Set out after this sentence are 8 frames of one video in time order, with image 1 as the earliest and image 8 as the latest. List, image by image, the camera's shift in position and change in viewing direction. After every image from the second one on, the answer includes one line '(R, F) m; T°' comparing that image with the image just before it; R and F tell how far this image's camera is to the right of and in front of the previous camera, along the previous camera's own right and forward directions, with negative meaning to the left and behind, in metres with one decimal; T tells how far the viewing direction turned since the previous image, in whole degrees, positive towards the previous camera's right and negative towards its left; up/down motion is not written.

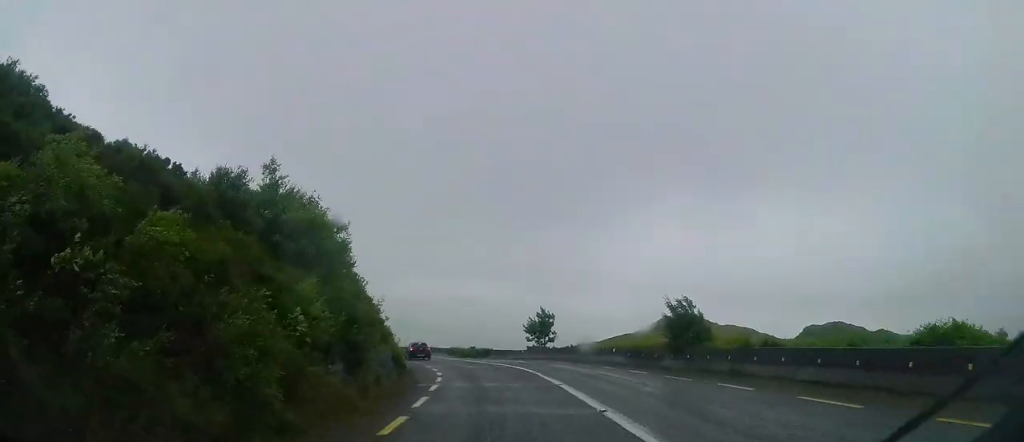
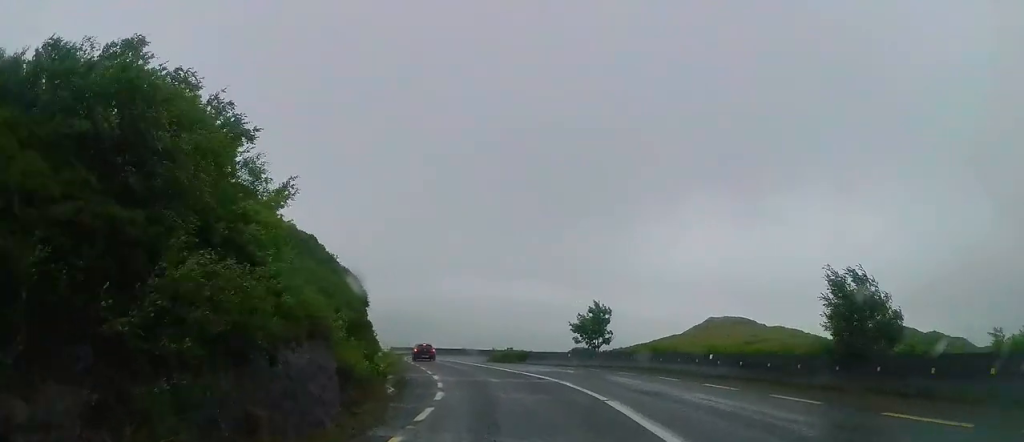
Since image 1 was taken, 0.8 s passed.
(-0.7, +10.5) m; -8°
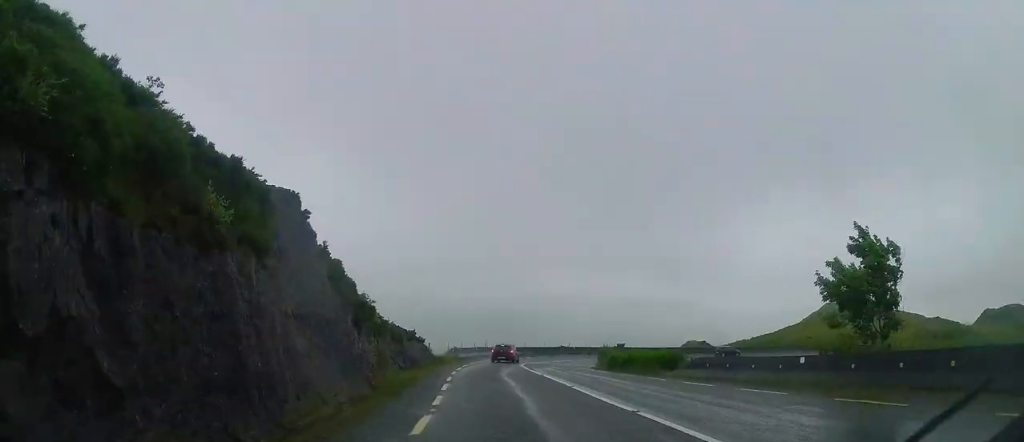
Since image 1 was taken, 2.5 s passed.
(-2.2, +21.9) m; -8°
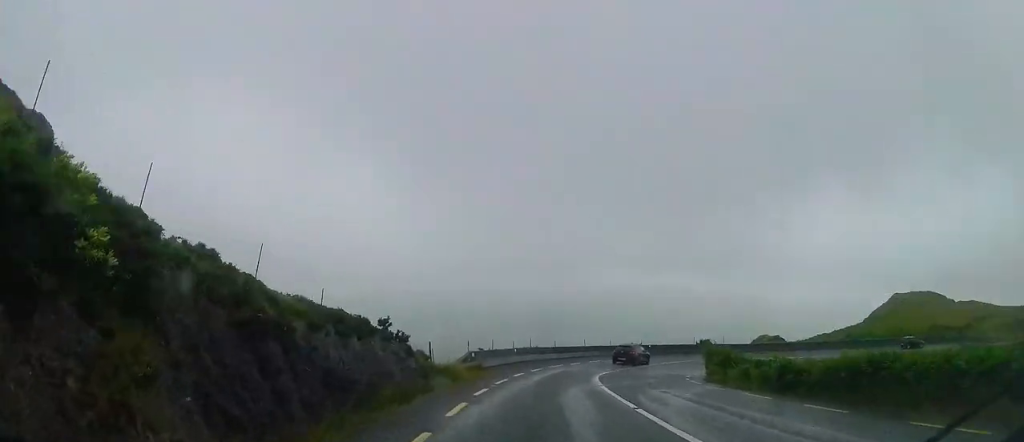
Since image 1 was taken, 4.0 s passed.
(-0.6, +17.4) m; -3°
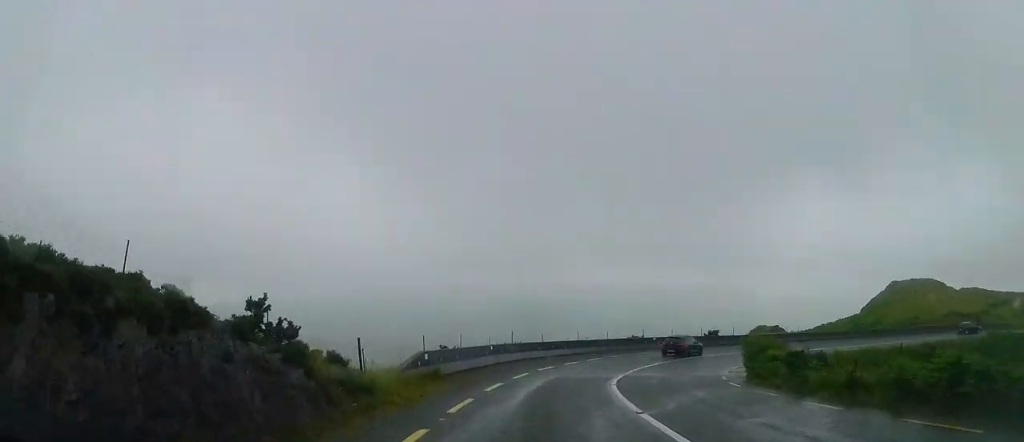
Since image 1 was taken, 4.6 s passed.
(0.0, +7.6) m; +3°
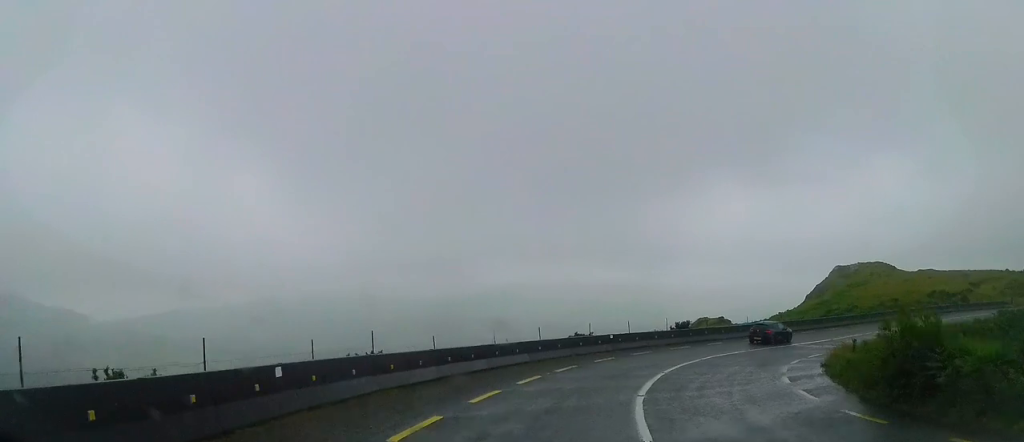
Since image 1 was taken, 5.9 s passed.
(+1.0, +14.1) m; +11°
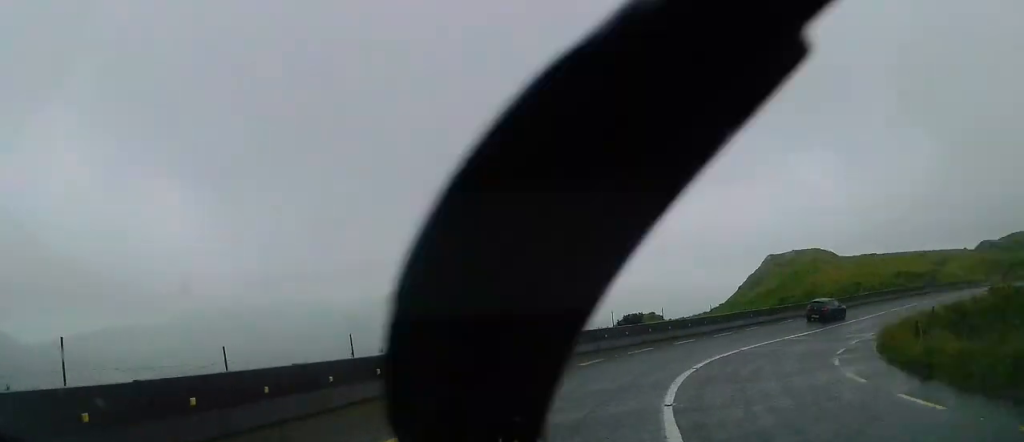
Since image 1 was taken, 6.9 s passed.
(+0.8, +9.9) m; +13°
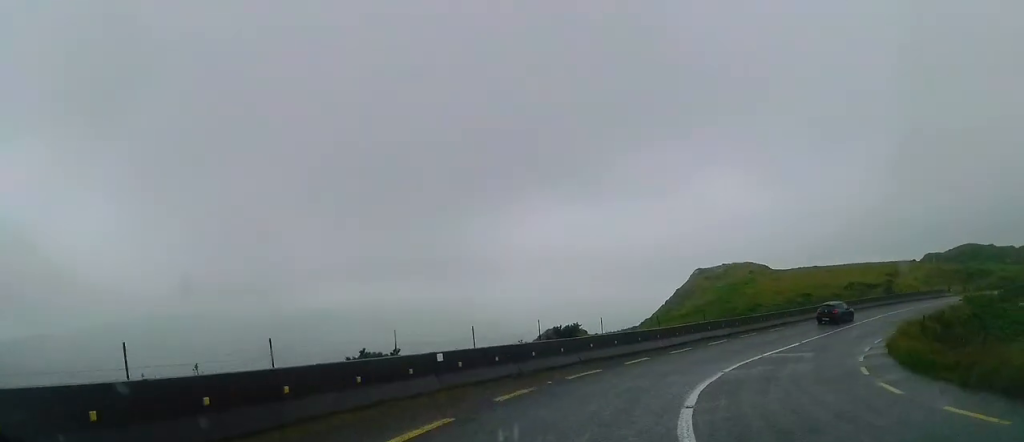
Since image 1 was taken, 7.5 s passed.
(+0.9, +6.3) m; +8°
